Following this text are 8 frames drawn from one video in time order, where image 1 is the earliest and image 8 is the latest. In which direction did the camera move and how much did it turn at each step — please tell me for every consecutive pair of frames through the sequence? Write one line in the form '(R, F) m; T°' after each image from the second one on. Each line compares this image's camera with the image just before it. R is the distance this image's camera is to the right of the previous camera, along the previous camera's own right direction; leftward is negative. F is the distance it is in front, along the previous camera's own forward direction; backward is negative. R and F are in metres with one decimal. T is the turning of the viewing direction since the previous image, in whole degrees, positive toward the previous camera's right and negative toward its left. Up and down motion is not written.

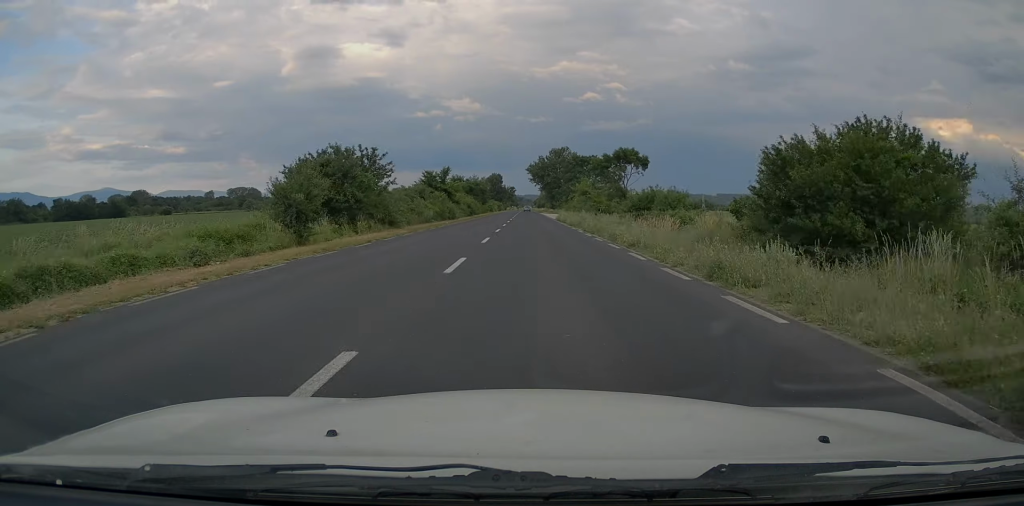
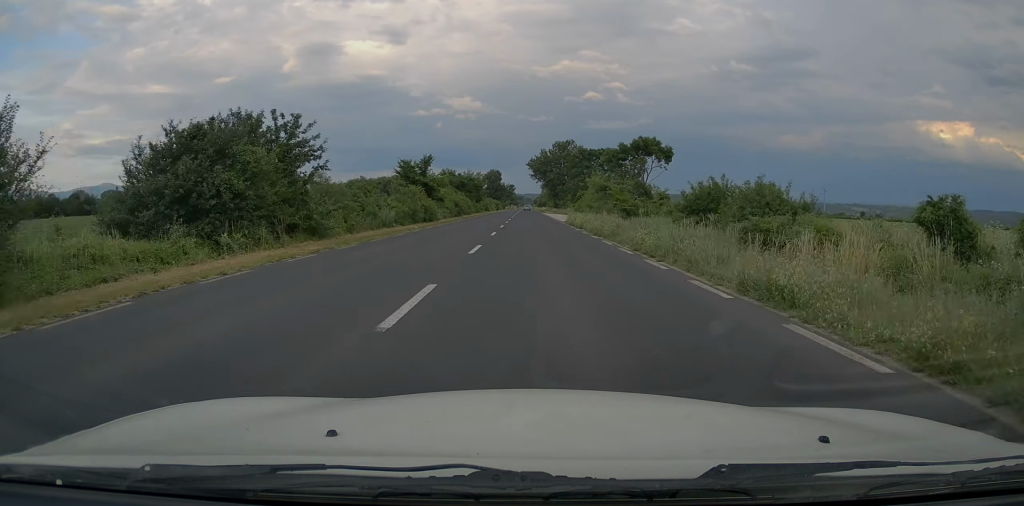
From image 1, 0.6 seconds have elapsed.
(+0.2, +13.8) m; 0°
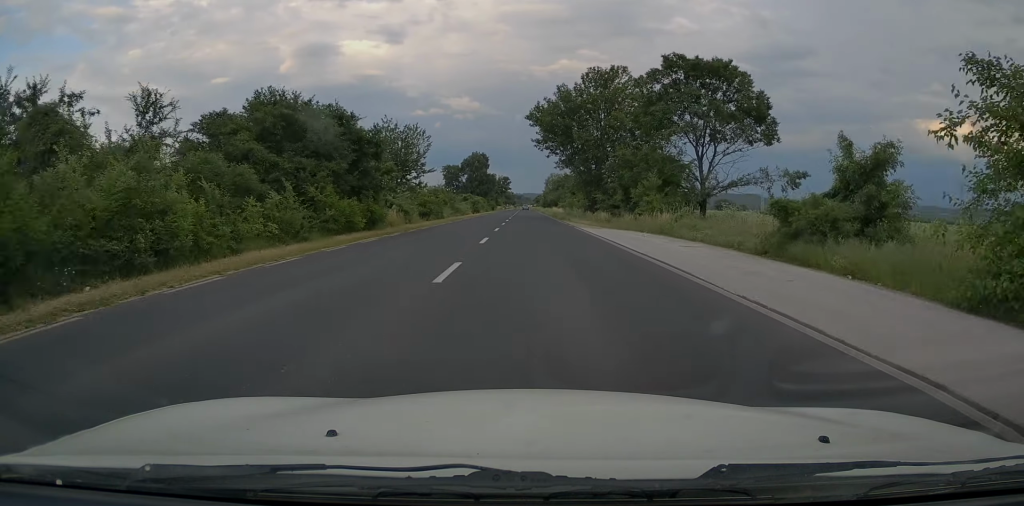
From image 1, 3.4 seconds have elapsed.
(-0.3, +68.2) m; 0°
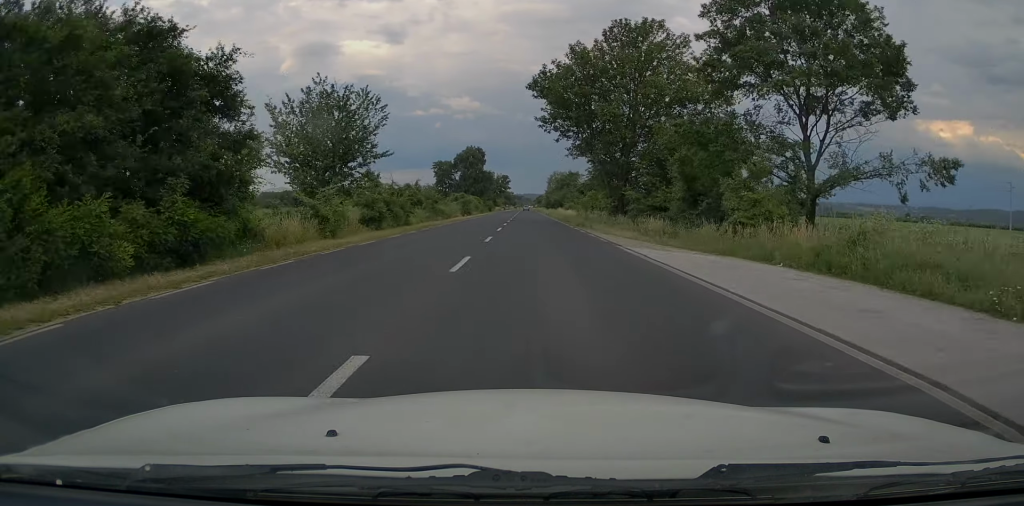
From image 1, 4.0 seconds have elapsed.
(+0.2, +16.2) m; 0°
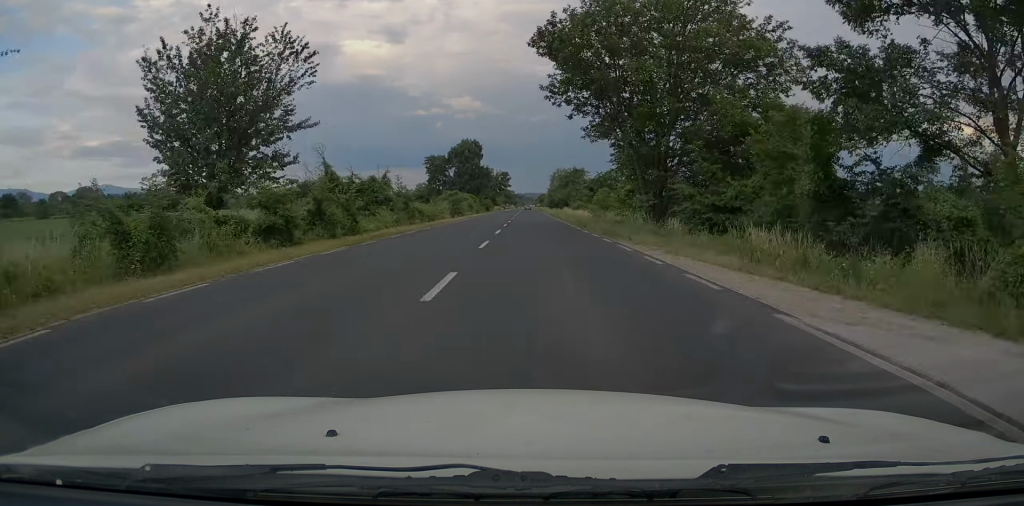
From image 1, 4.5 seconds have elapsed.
(+0.3, +12.2) m; 0°
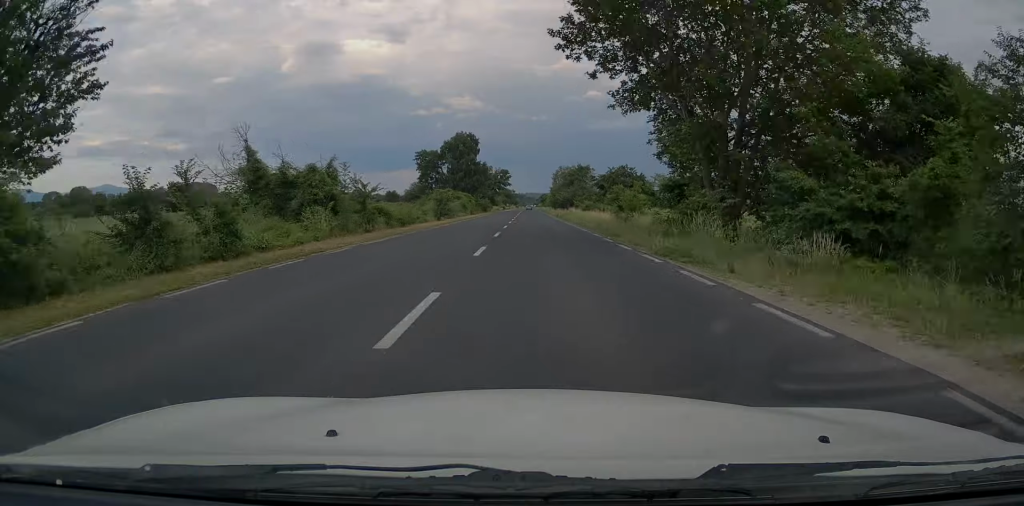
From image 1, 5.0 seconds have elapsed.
(-0.2, +11.4) m; 0°
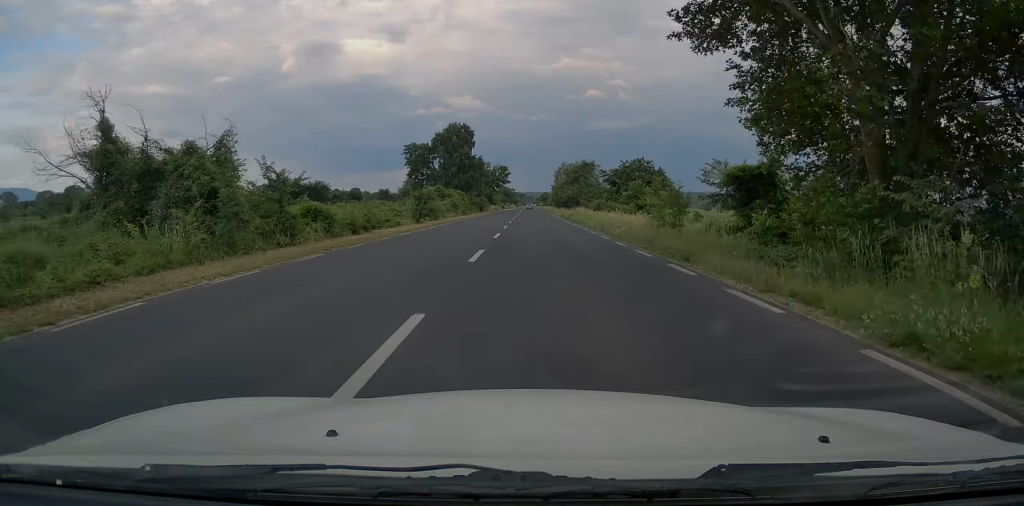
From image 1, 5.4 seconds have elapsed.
(-0.2, +10.5) m; 0°
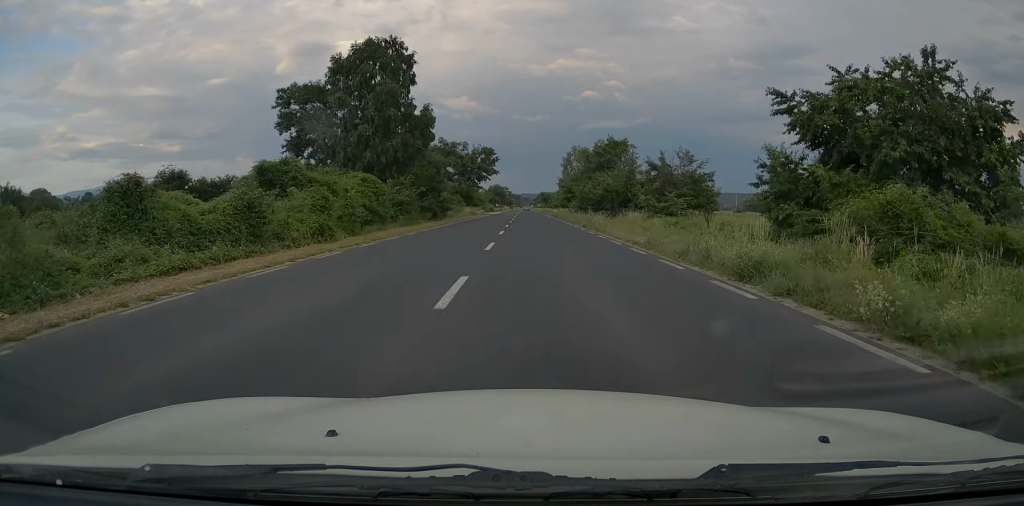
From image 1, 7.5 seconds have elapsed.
(0.0, +50.3) m; 0°
